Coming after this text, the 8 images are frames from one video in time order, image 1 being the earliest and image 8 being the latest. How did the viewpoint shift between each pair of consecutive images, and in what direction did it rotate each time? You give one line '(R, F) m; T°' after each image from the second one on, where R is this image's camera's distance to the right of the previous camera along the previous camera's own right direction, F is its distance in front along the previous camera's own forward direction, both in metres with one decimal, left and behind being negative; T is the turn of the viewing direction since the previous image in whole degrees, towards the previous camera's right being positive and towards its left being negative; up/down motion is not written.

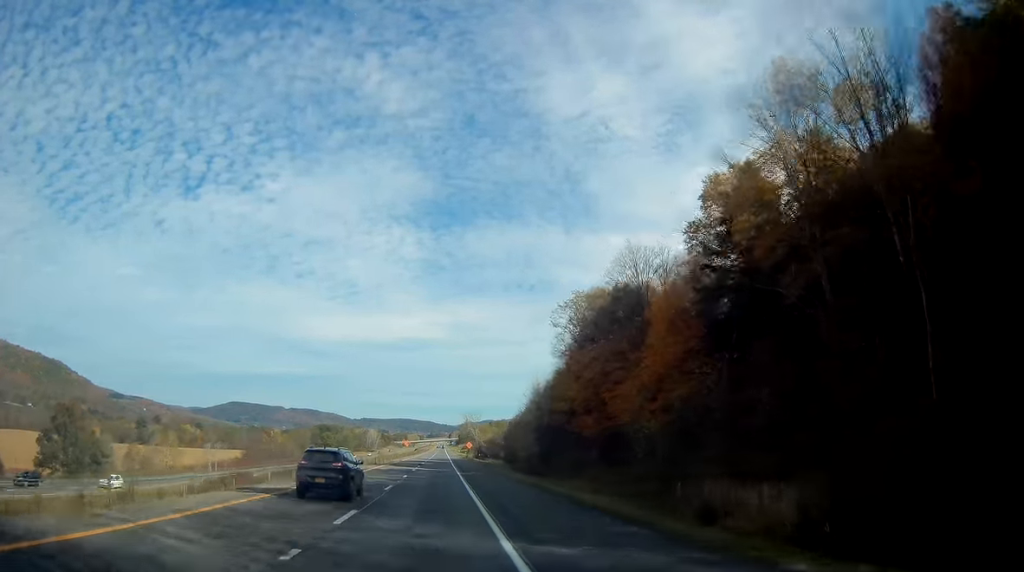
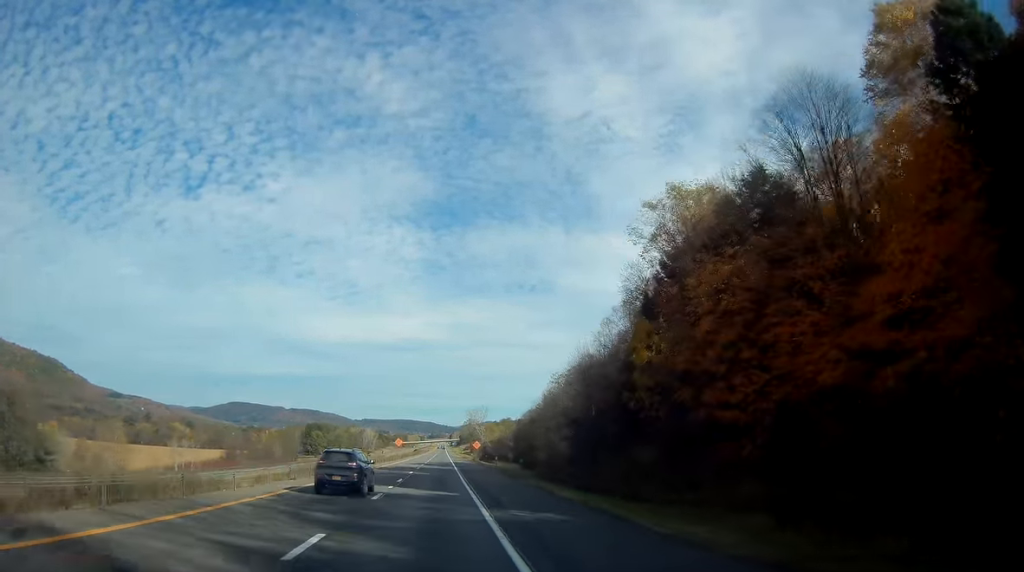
(+0.2, +29.5) m; 0°
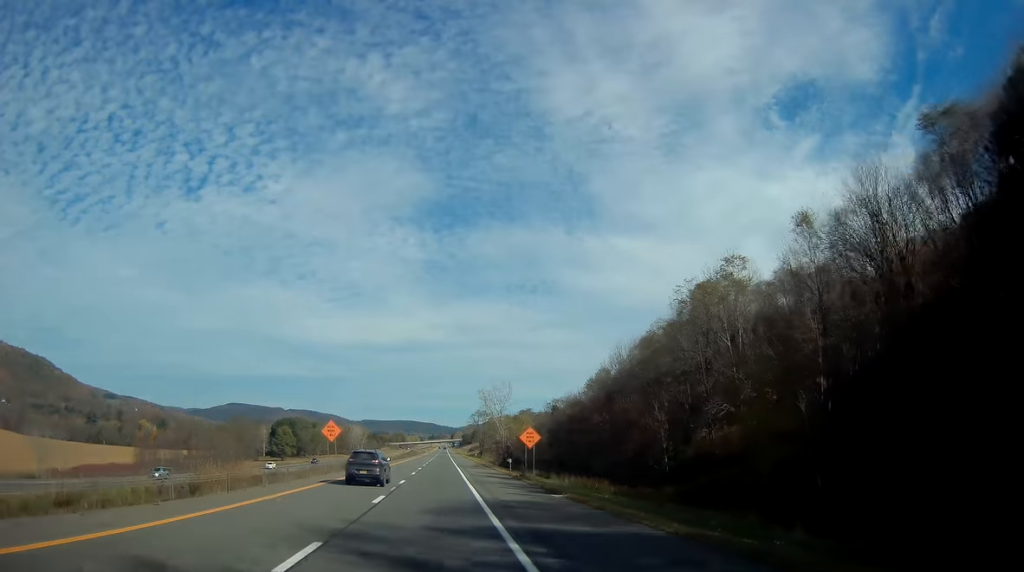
(-0.6, +74.4) m; -1°
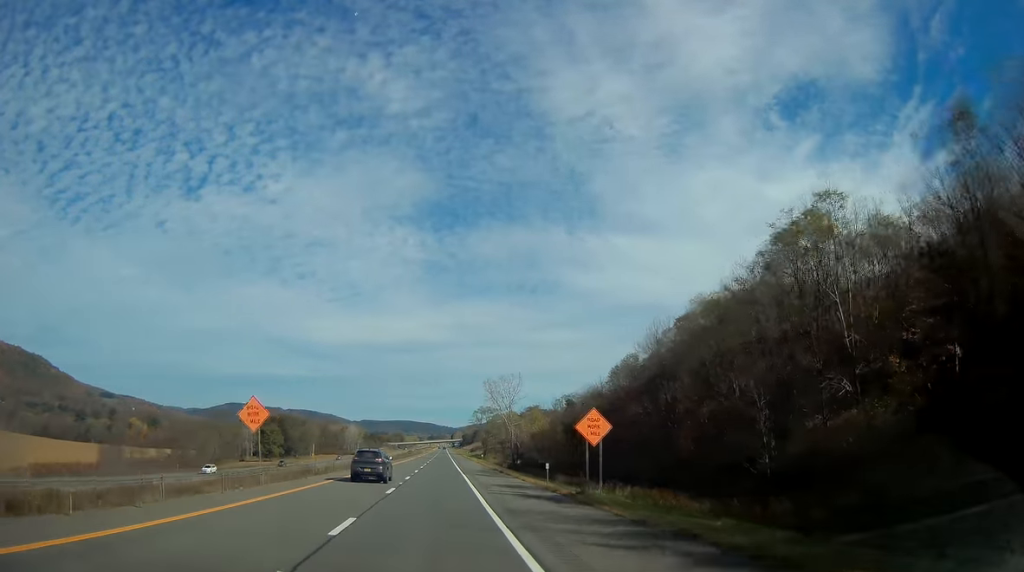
(+0.1, +20.3) m; 0°
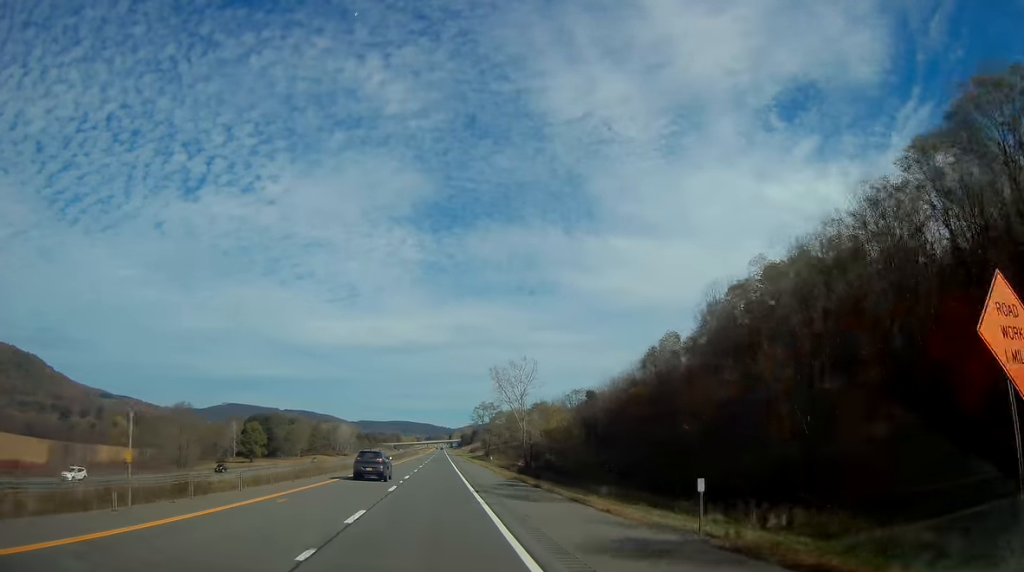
(+0.1, +22.3) m; 0°
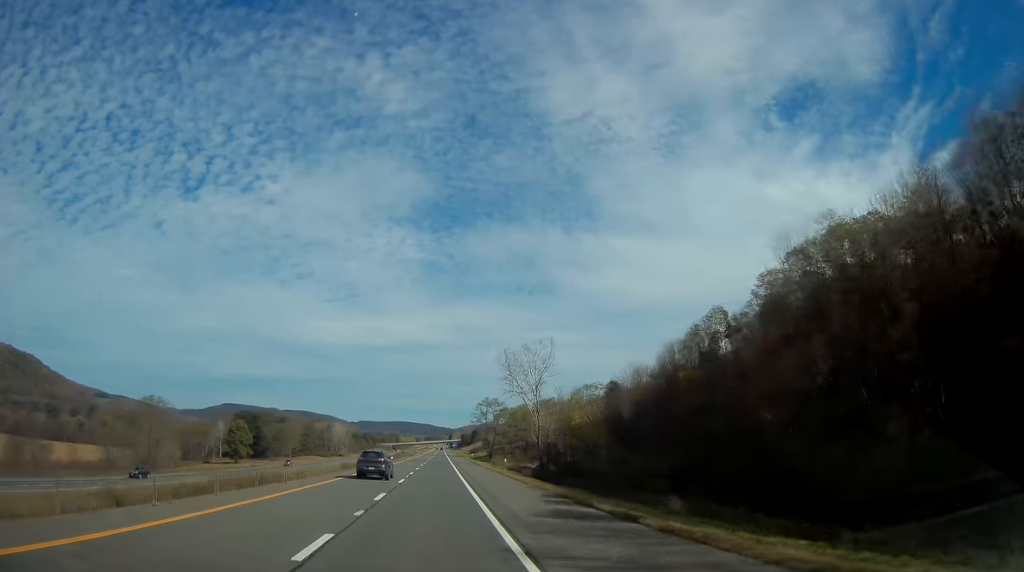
(0.0, +17.1) m; 0°
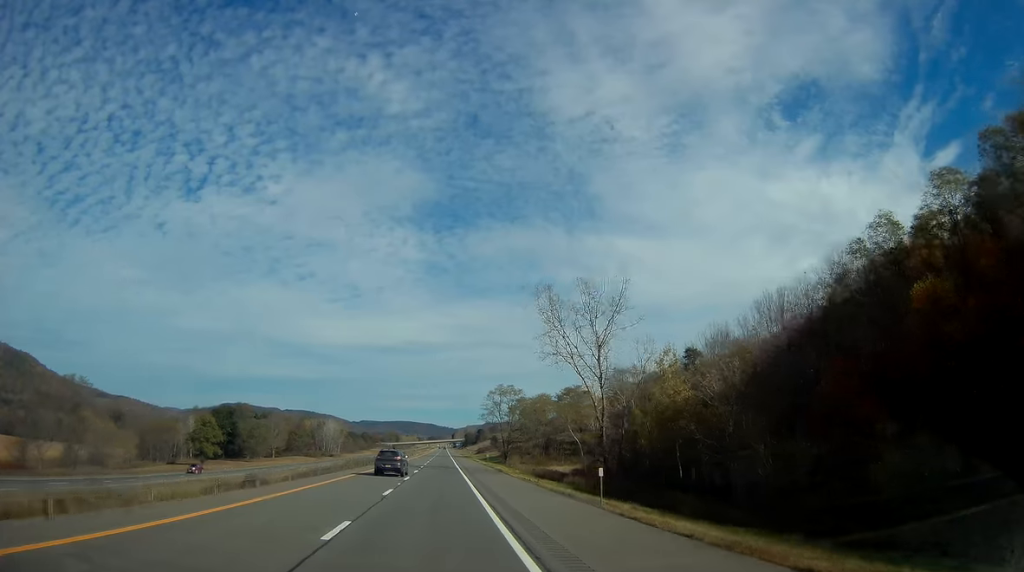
(-0.3, +34.3) m; -1°
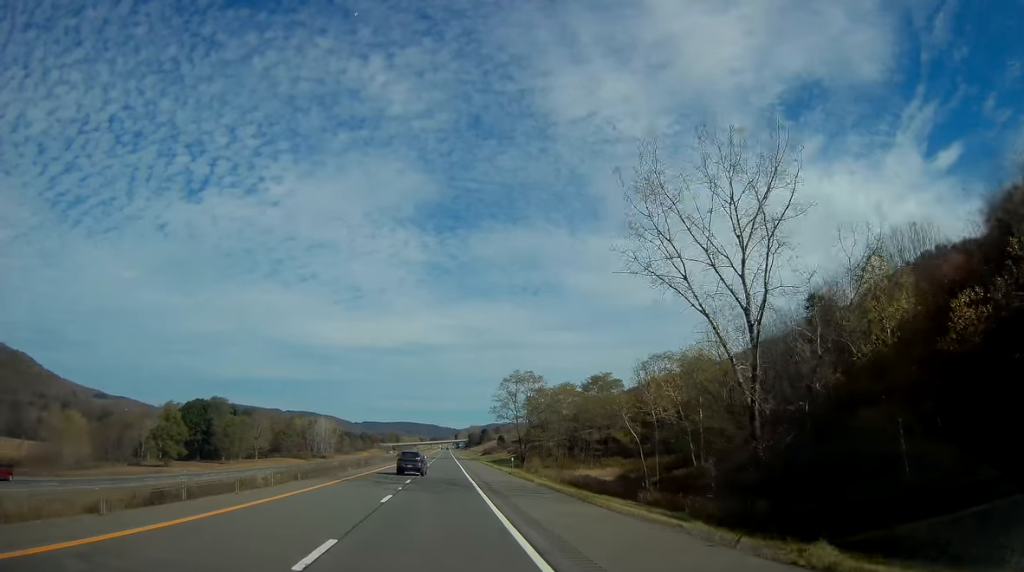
(-0.1, +27.3) m; 0°
